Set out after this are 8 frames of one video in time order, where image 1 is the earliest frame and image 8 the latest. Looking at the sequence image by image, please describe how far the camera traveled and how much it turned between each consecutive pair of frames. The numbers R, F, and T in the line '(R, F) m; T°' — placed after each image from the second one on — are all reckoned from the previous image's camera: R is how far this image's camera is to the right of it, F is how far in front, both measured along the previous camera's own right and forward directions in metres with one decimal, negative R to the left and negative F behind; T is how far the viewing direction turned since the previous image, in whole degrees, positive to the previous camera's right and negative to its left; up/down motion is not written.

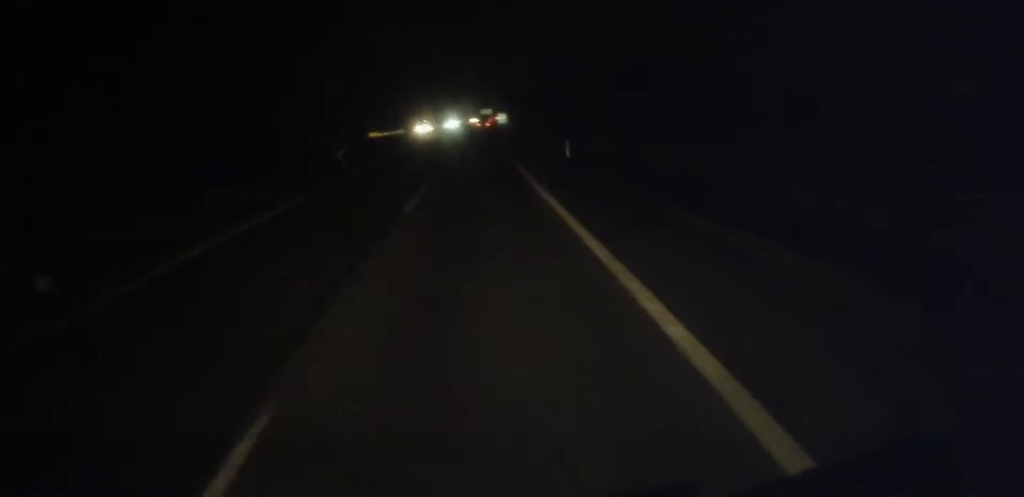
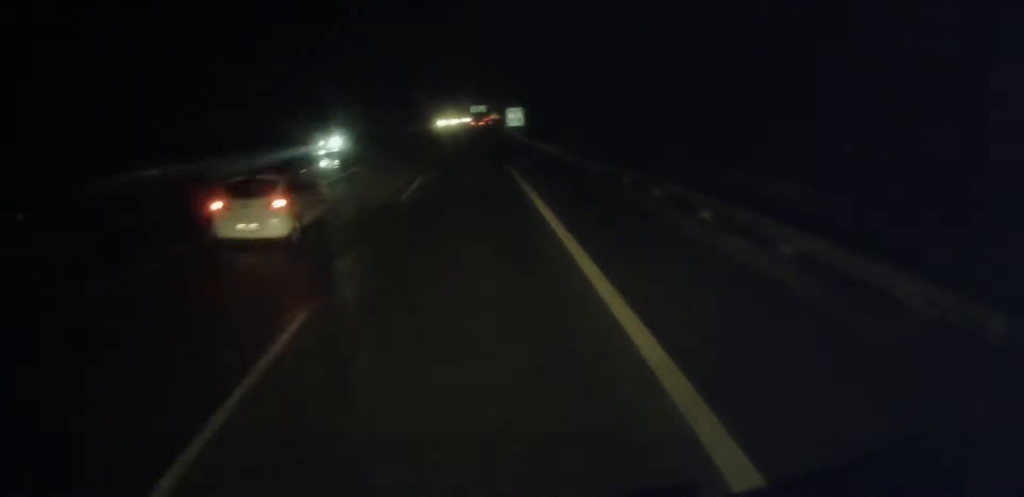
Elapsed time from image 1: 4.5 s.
(+0.4, +104.9) m; +1°
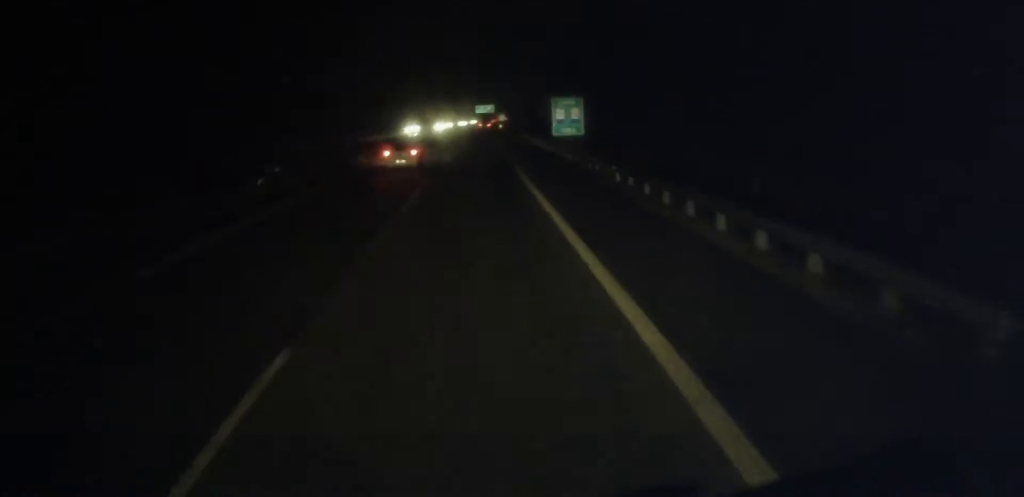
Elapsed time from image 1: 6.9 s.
(+0.1, +56.0) m; 0°
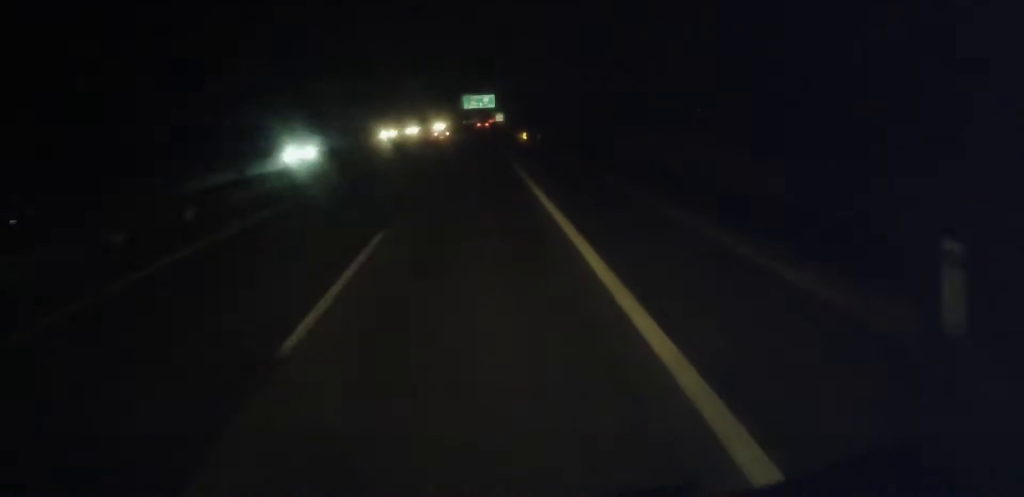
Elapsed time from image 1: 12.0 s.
(+0.3, +118.8) m; 0°
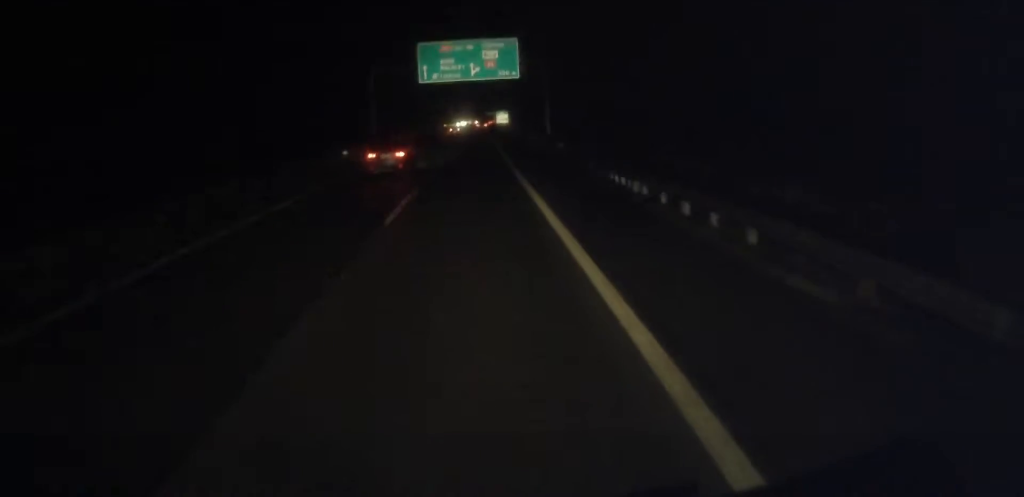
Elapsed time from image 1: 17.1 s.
(+0.5, +118.9) m; +1°
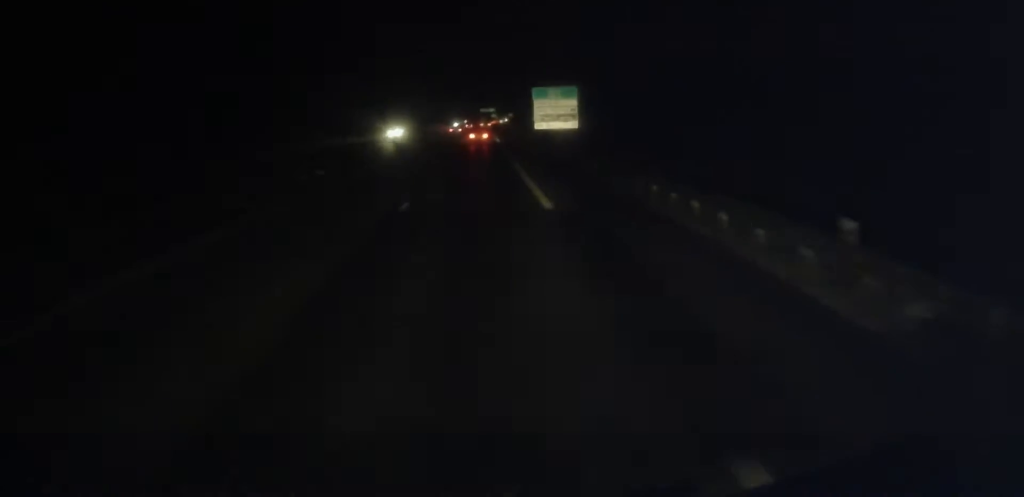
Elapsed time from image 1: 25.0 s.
(+1.6, +184.5) m; +1°
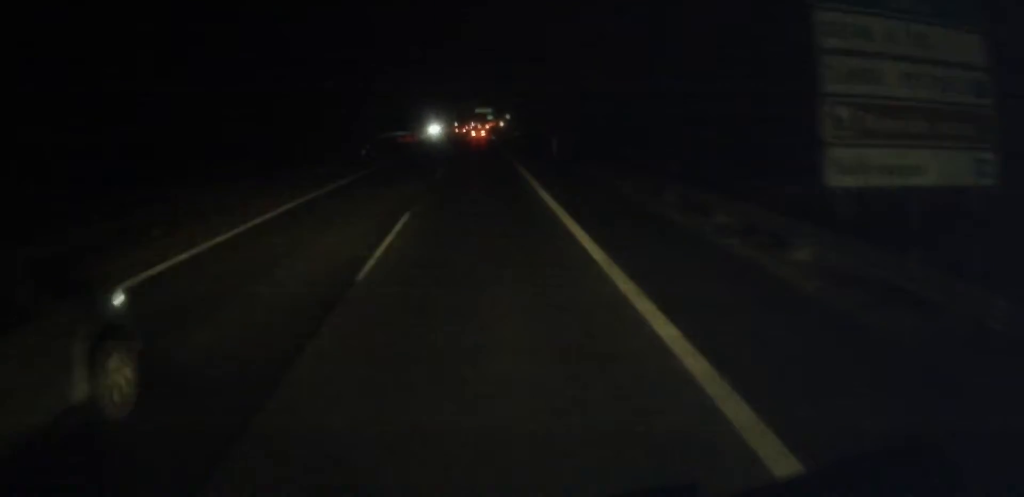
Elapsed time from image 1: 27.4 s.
(+0.1, +56.3) m; 0°
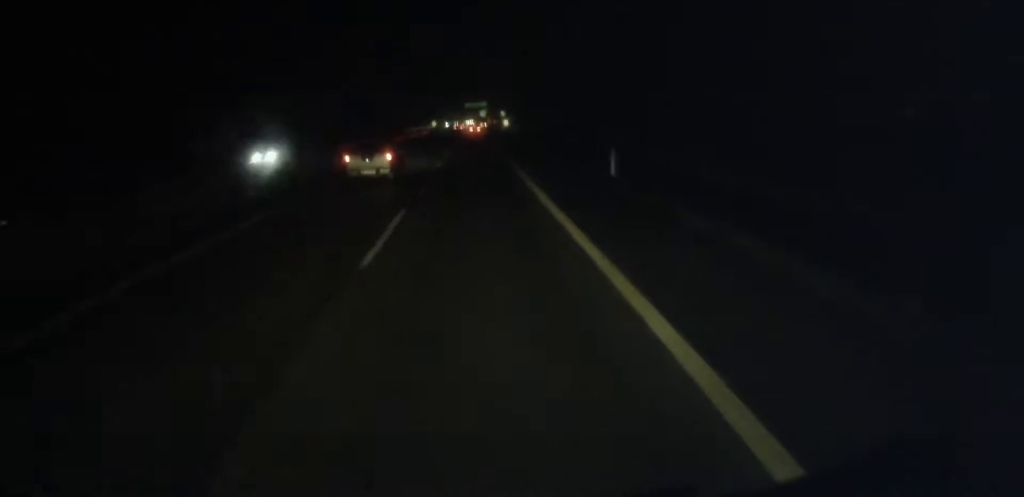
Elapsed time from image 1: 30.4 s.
(-0.3, +71.8) m; 0°
